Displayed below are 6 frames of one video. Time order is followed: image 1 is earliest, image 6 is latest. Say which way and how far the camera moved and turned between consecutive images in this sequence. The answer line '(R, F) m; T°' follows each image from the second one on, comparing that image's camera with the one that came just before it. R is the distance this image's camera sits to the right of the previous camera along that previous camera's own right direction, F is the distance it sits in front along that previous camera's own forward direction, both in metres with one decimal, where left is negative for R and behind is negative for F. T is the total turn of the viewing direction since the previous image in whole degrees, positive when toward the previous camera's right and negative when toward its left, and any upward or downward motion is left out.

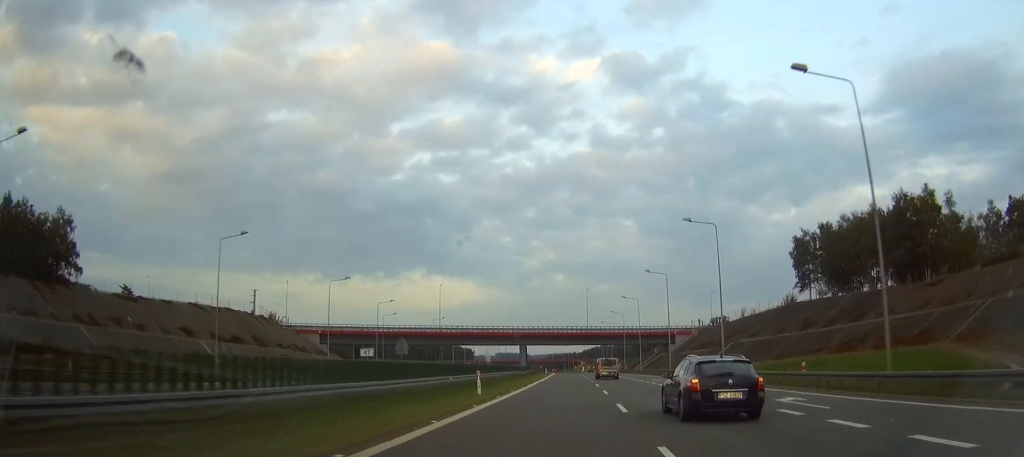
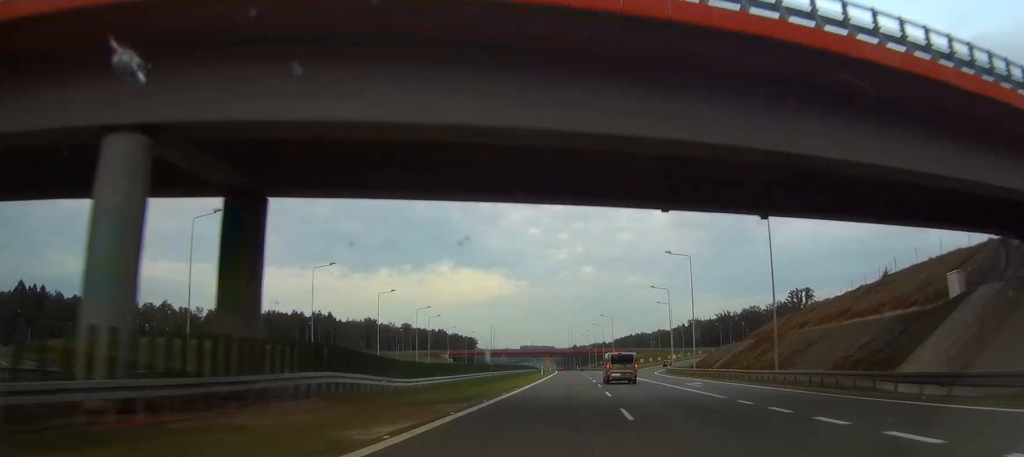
(-2.1, +135.7) m; -2°
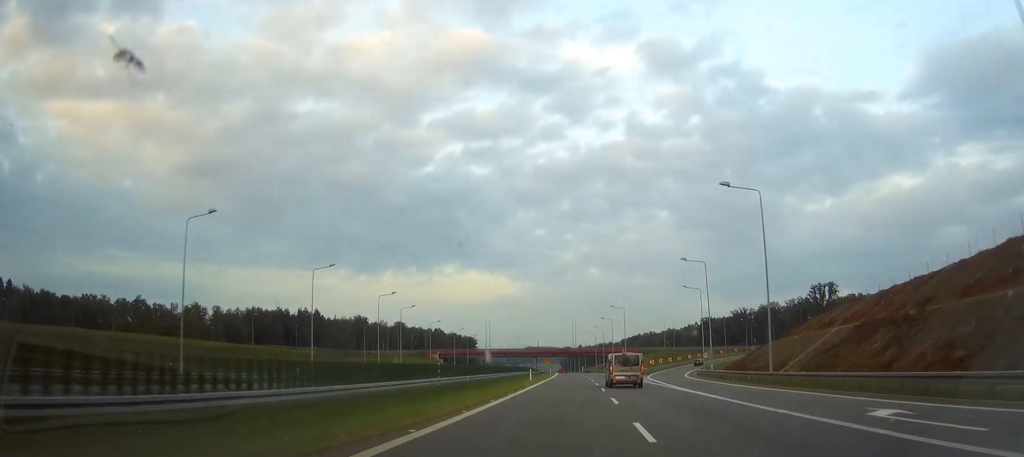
(0.0, +28.4) m; 0°
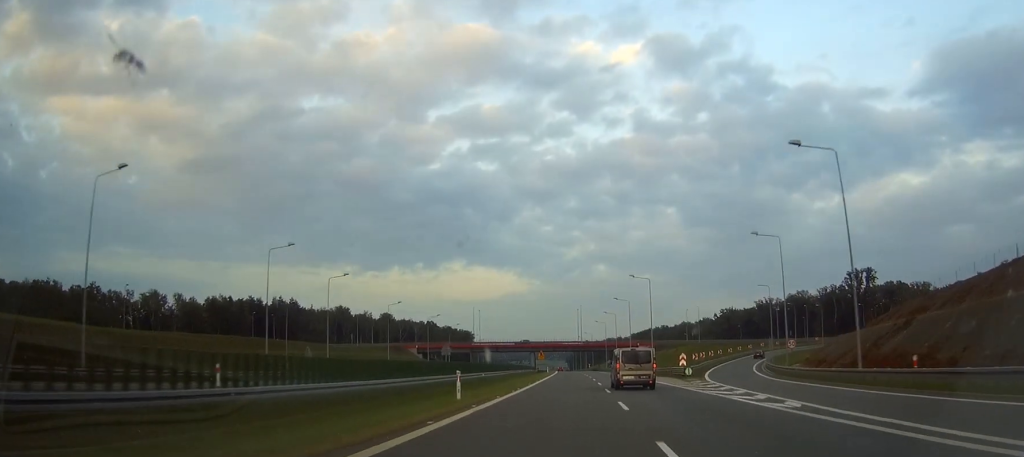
(-0.3, +40.4) m; -1°
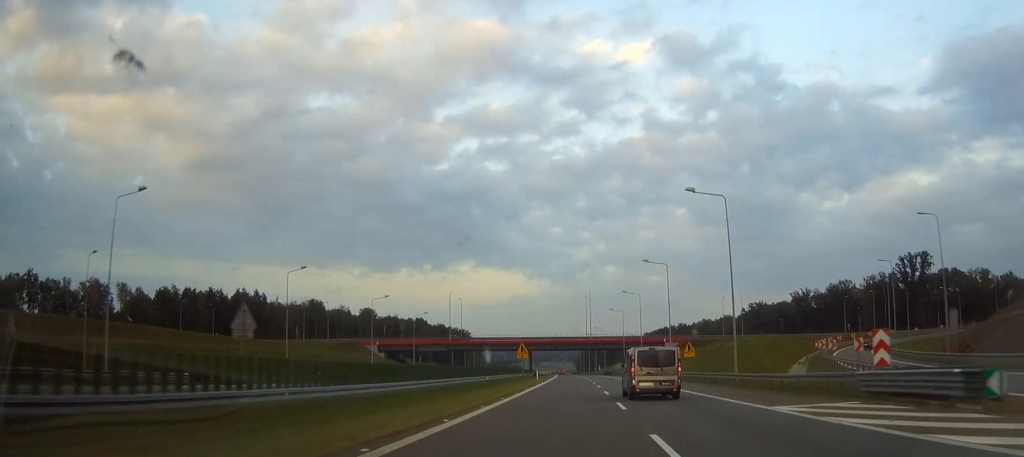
(-0.2, +46.4) m; -1°
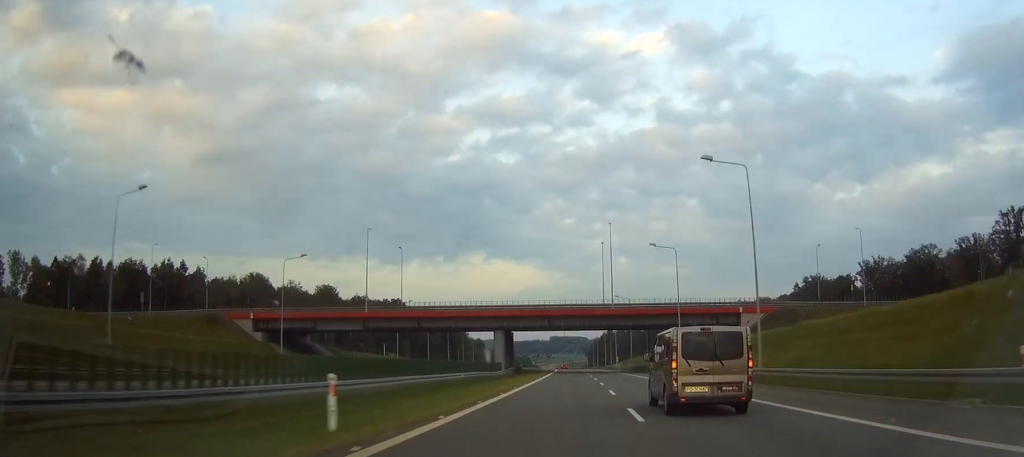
(-0.6, +66.0) m; -1°
